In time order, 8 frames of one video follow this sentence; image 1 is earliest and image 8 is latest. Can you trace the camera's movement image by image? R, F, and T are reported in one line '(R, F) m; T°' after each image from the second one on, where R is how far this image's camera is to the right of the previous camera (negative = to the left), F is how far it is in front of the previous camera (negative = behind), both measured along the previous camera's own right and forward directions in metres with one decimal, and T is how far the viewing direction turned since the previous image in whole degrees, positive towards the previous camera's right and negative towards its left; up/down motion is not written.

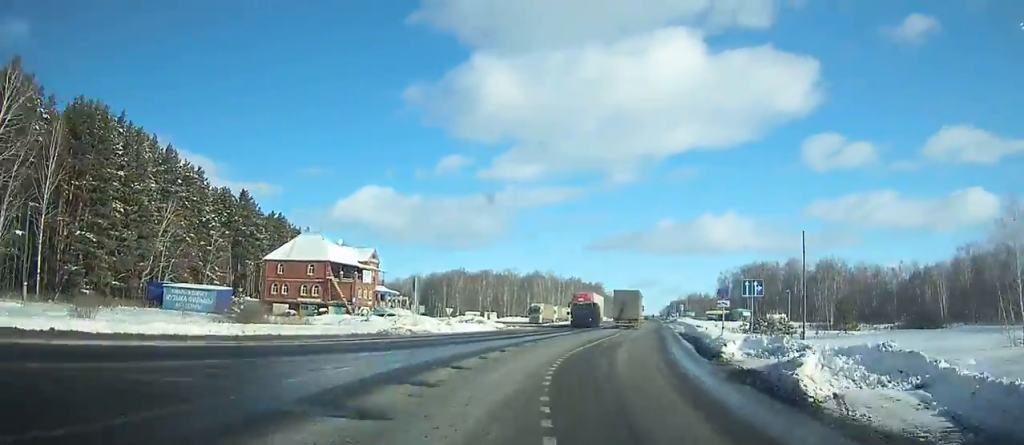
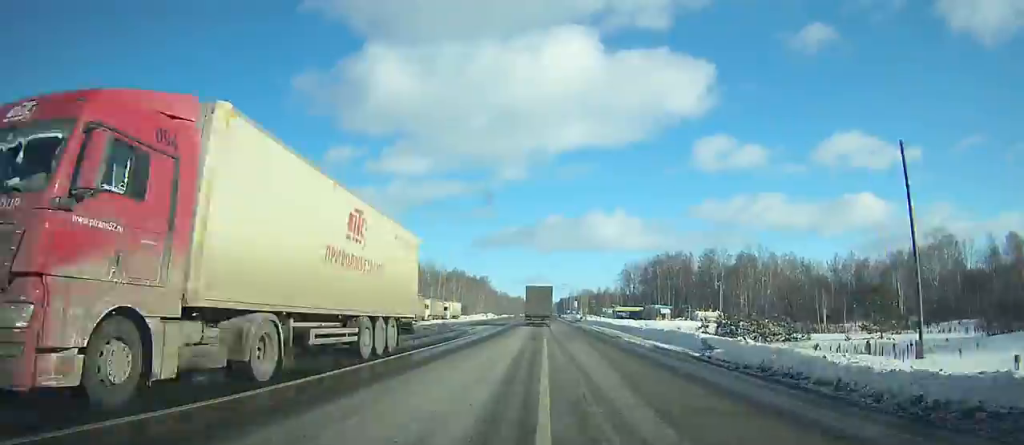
(+2.2, +31.7) m; +6°
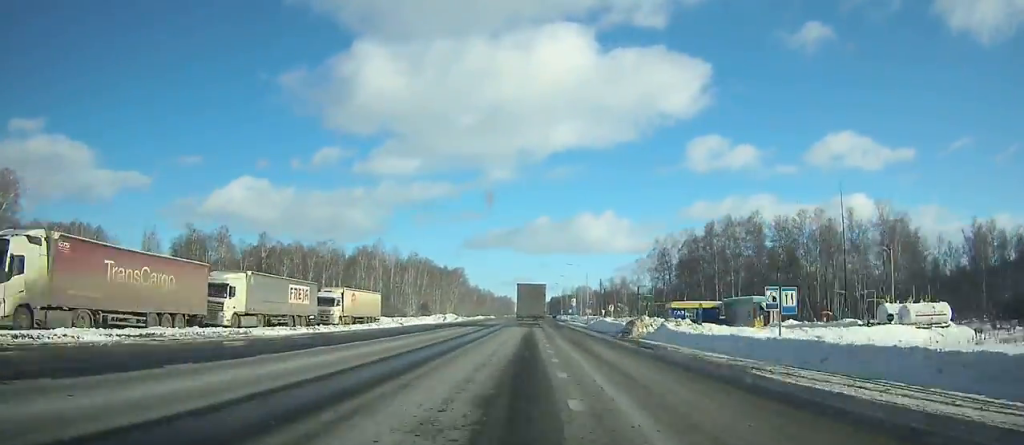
(+5.3, +66.8) m; +6°
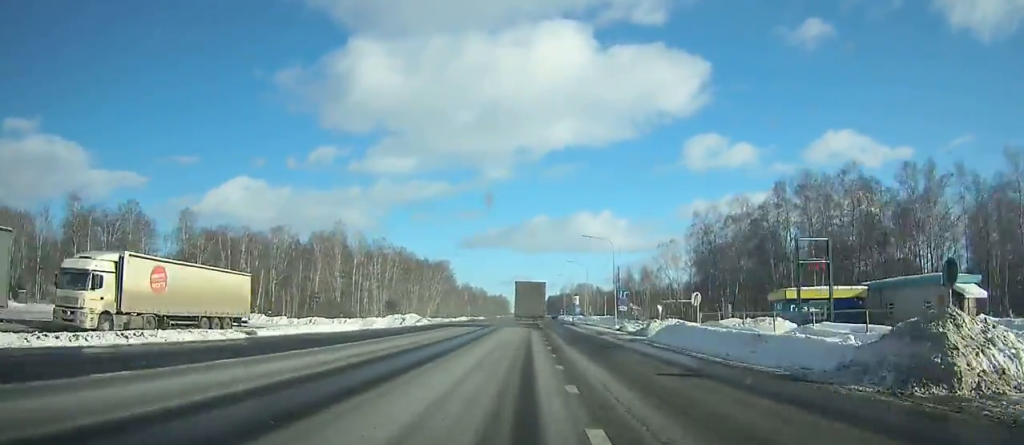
(+0.2, +33.3) m; 0°
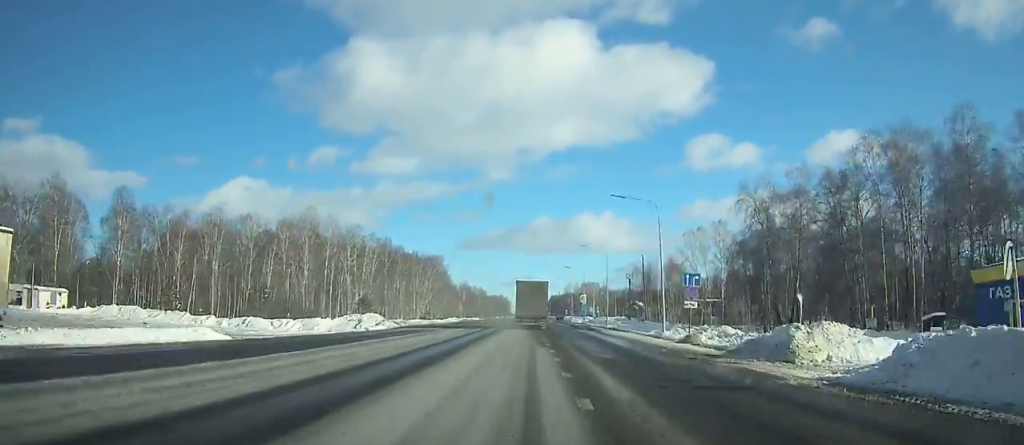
(+0.1, +20.3) m; 0°
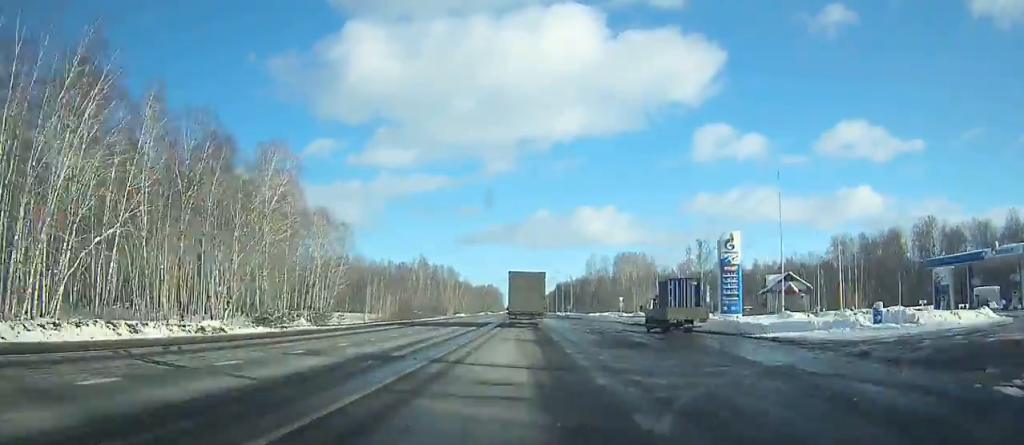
(+0.7, +139.0) m; +1°
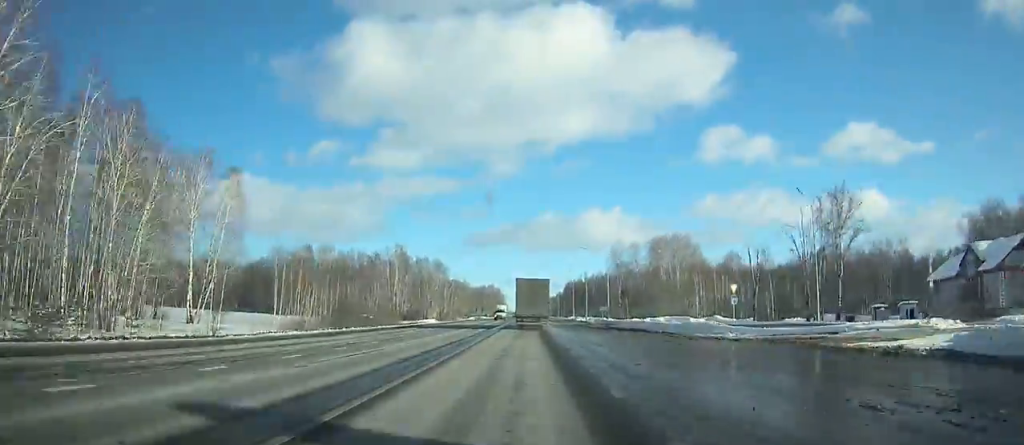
(0.0, +51.7) m; 0°
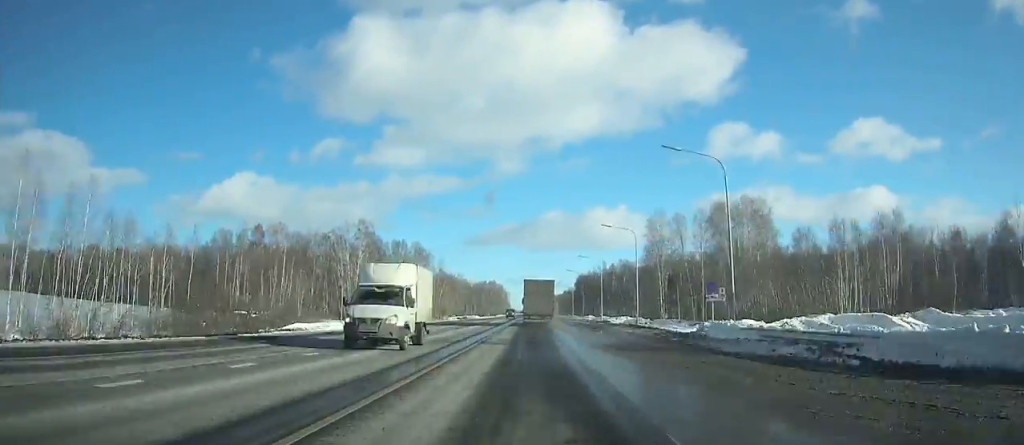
(+0.1, +43.7) m; 0°
